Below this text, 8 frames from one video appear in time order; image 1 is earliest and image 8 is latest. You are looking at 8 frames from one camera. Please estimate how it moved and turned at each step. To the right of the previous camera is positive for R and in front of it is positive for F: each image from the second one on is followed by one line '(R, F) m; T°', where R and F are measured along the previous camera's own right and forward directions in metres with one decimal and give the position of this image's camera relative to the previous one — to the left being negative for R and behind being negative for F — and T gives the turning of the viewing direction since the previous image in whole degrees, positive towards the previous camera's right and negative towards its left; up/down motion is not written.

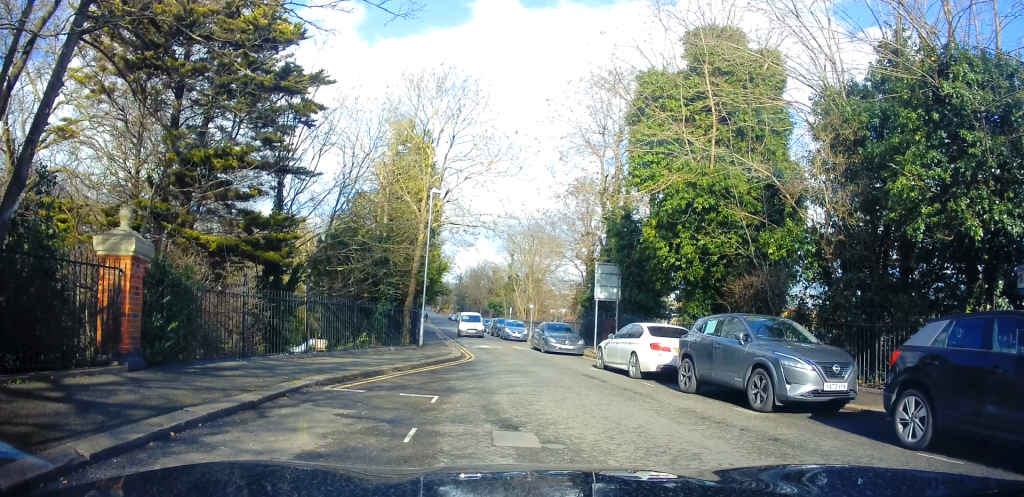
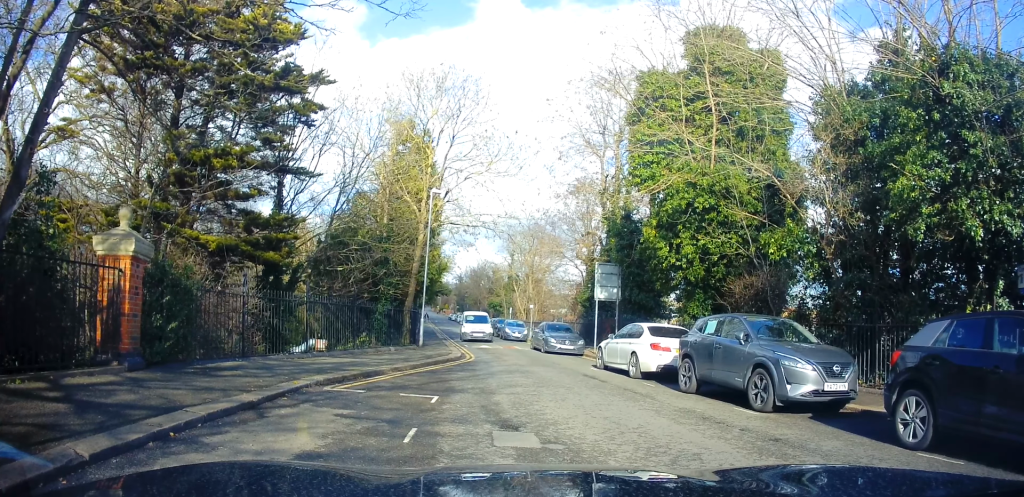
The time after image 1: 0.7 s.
(0.0, 0.0) m; 0°
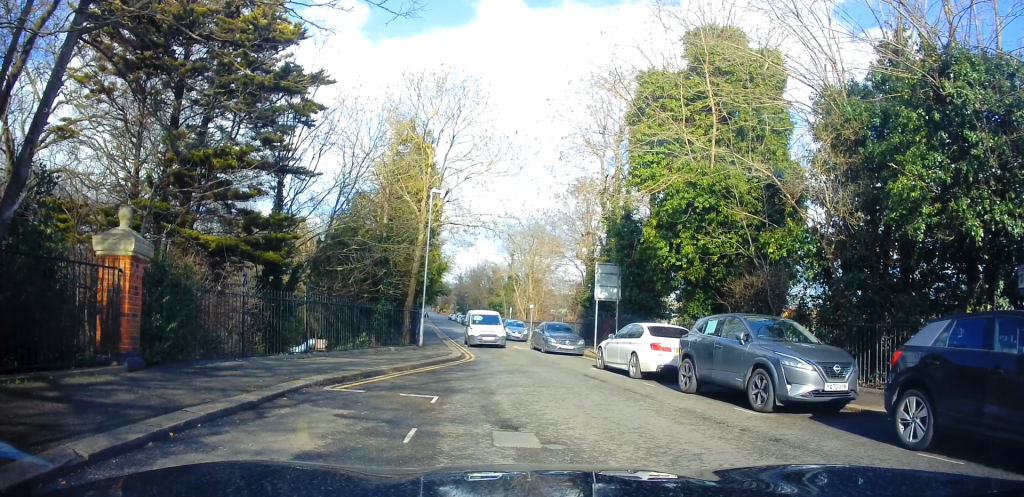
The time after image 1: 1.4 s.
(0.0, 0.0) m; 0°
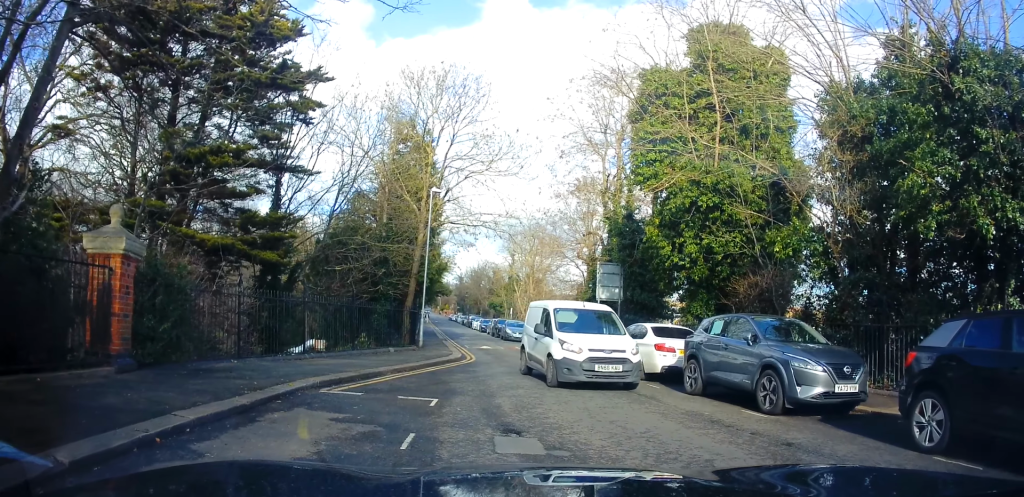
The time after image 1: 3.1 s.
(+0.1, +0.2) m; 0°
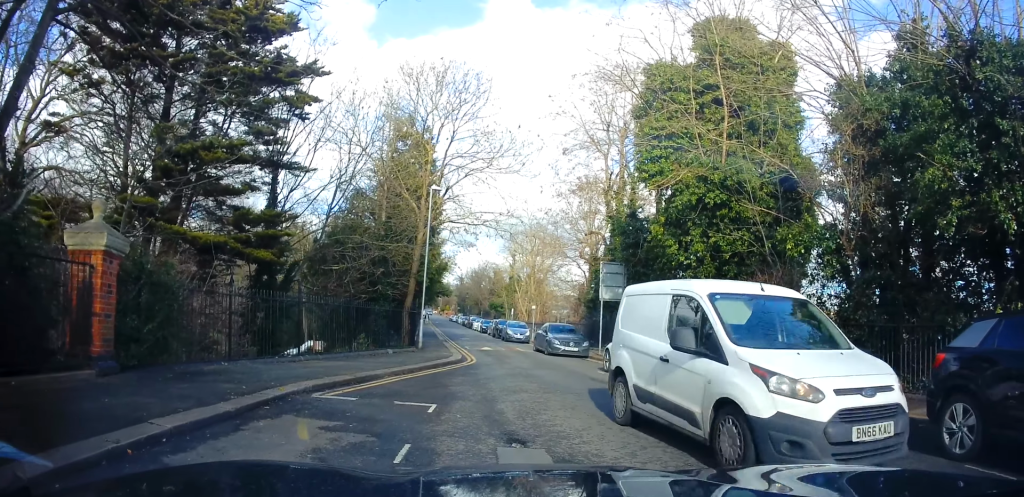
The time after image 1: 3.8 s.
(+0.1, +0.3) m; 0°
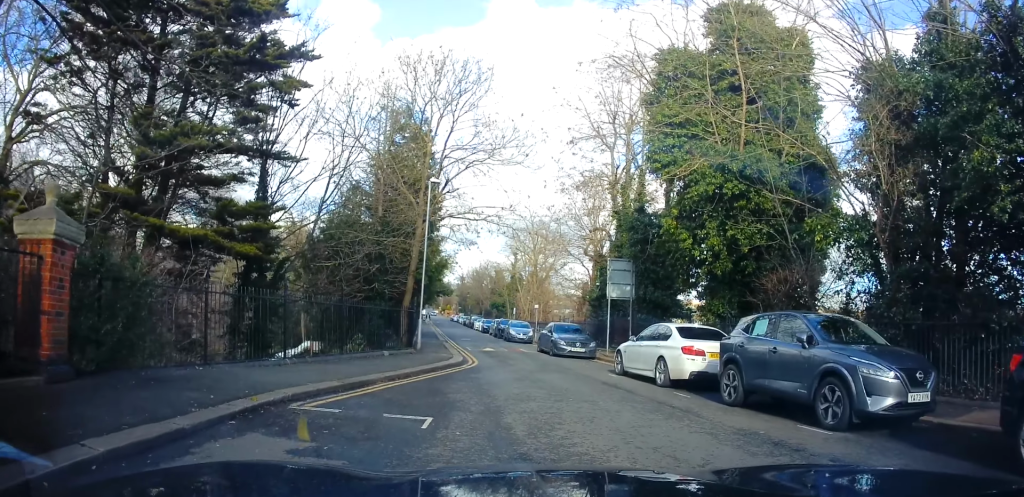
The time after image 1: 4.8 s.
(0.0, +0.8) m; 0°
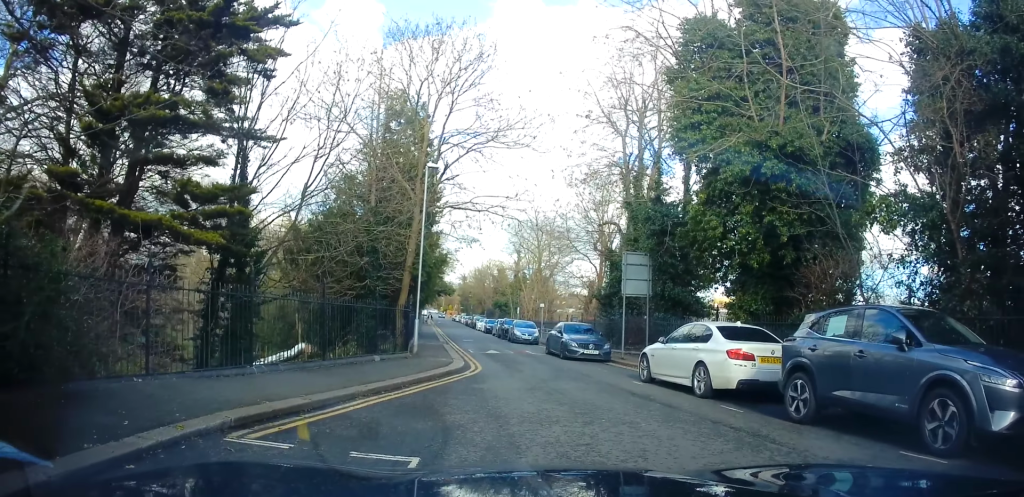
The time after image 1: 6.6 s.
(-0.4, +1.9) m; 0°
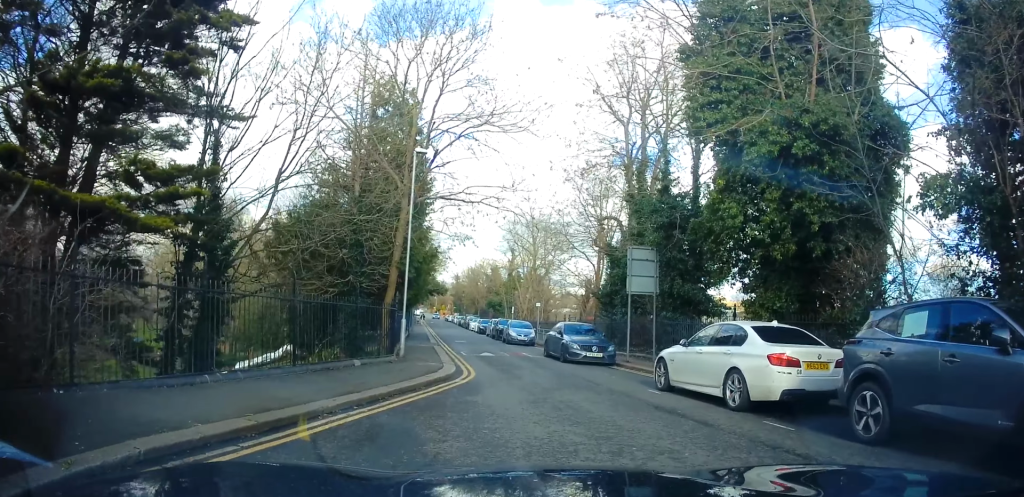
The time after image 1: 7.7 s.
(-0.1, +1.7) m; 0°
